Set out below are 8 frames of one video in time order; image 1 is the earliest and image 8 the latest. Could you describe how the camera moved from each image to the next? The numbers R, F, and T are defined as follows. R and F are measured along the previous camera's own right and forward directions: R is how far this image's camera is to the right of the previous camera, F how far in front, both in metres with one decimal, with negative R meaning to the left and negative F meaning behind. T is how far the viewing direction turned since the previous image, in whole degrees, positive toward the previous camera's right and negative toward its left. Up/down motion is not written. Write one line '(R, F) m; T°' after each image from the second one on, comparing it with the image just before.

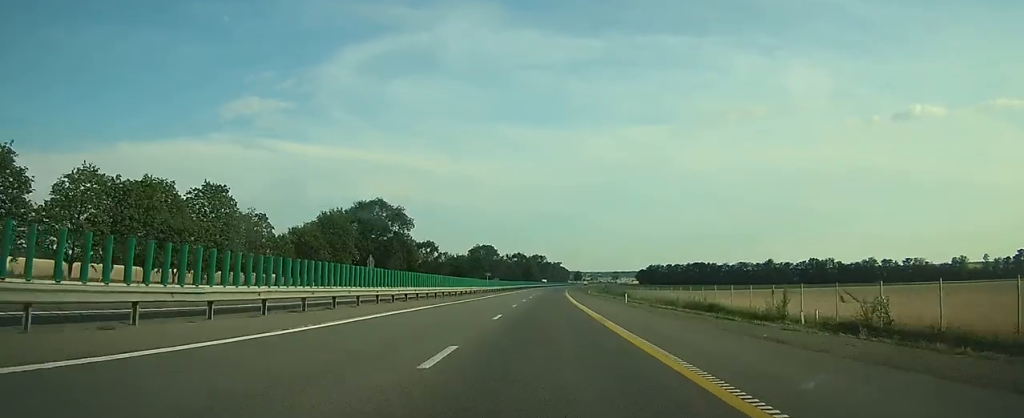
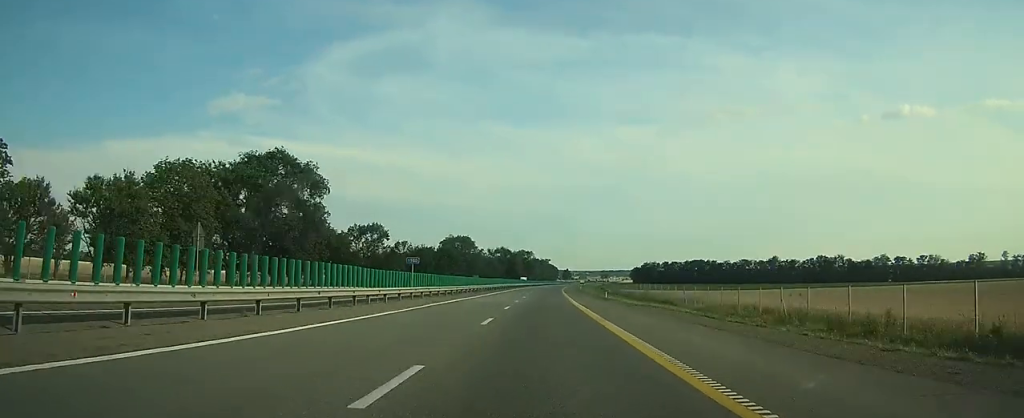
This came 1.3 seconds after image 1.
(+0.2, +39.3) m; +1°
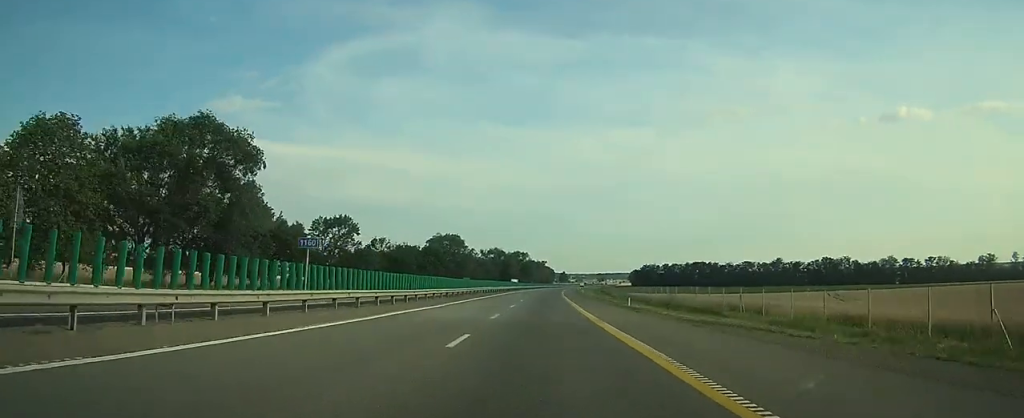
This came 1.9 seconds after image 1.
(0.0, +16.6) m; 0°
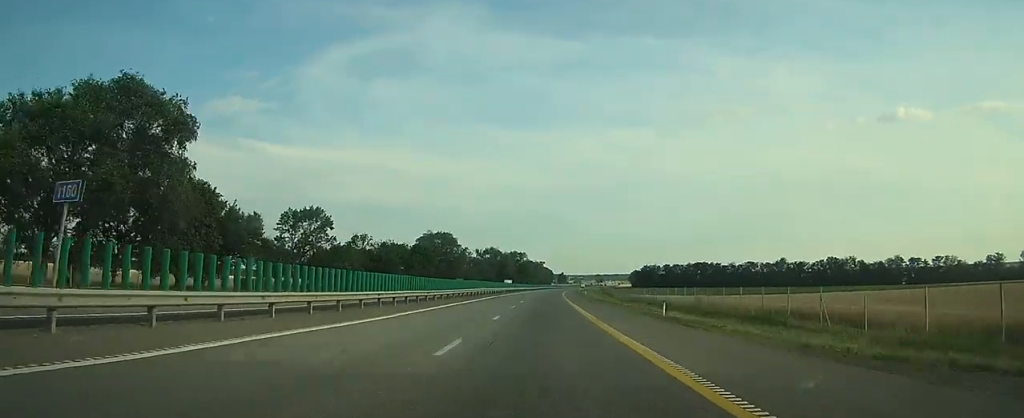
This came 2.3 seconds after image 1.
(+0.1, +11.7) m; 0°
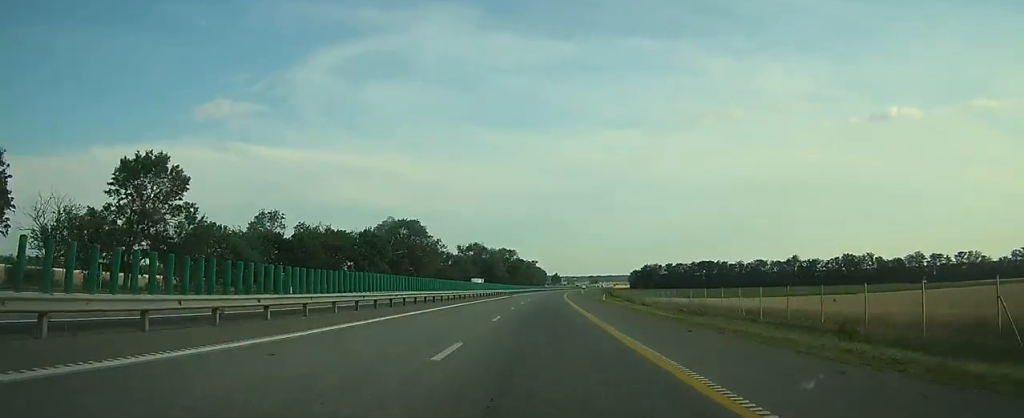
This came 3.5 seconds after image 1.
(+0.3, +35.9) m; +1°
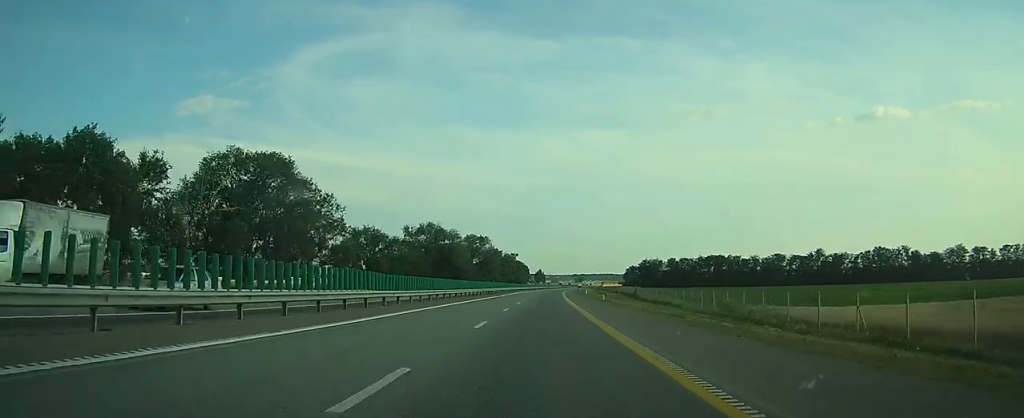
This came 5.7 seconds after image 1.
(+0.6, +63.2) m; +1°
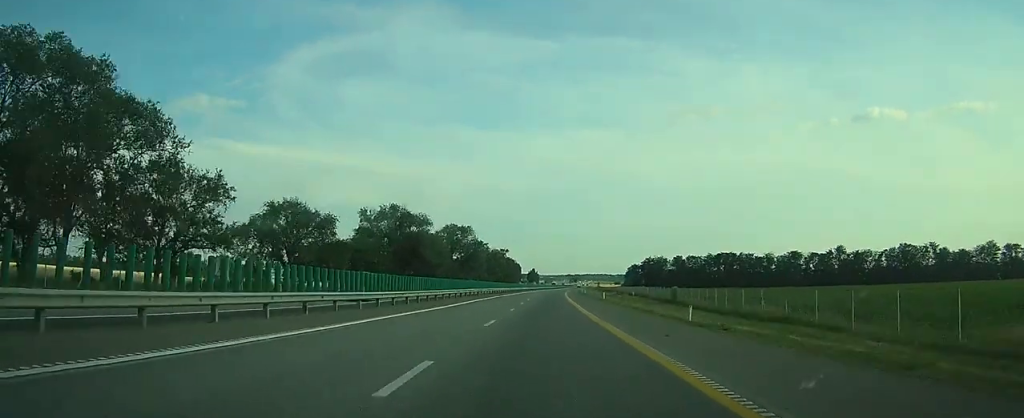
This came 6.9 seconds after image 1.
(+0.2, +34.4) m; +1°
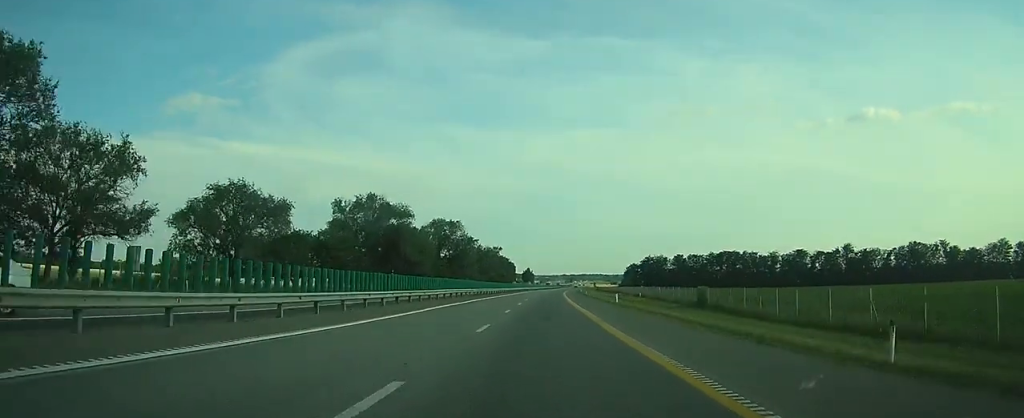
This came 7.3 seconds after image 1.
(0.0, +13.8) m; 0°
